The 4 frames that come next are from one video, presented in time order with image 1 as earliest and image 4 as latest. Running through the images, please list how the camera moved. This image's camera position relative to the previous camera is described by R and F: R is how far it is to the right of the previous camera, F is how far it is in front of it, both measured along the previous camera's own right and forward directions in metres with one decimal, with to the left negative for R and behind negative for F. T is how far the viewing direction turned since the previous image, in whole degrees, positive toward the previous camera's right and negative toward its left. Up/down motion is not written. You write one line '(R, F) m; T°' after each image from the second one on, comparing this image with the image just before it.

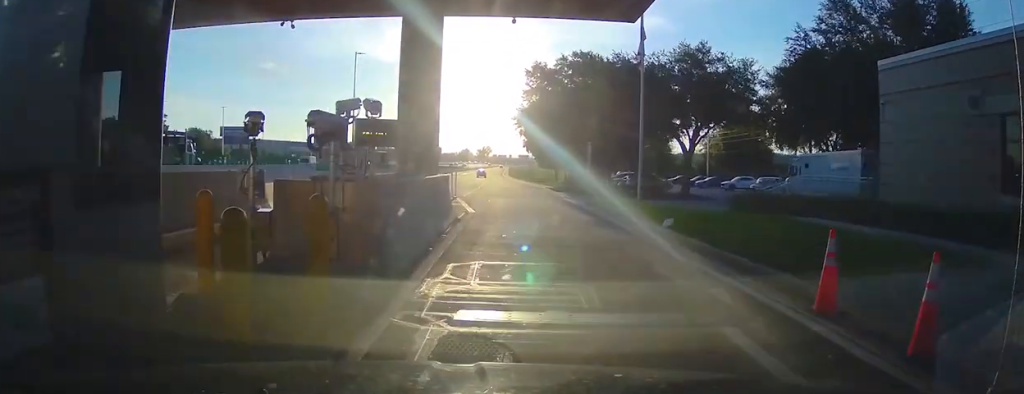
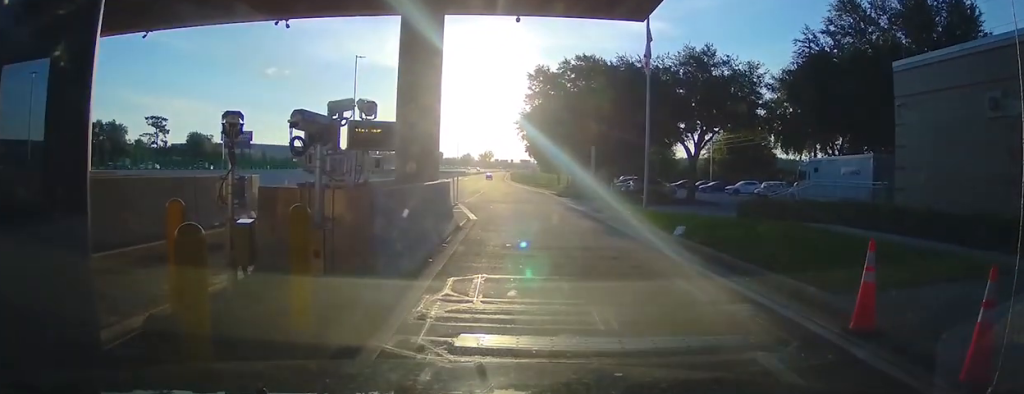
(+0.1, +7.5) m; -1°
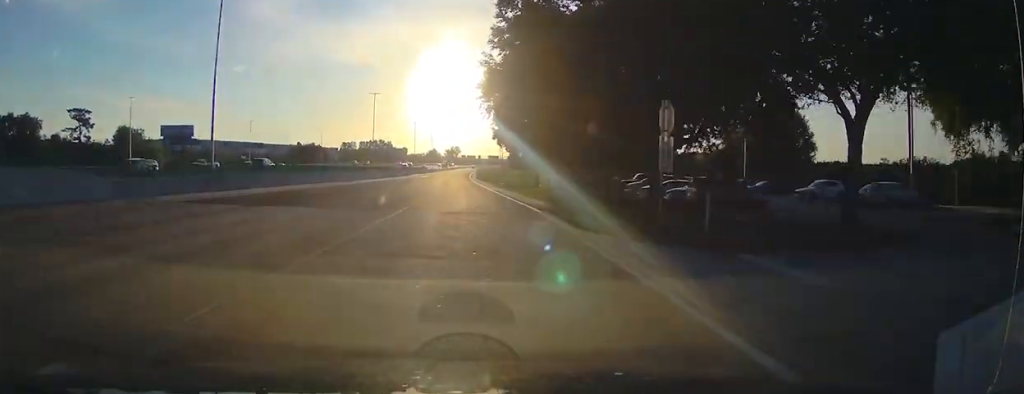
(-3.0, +41.0) m; -6°
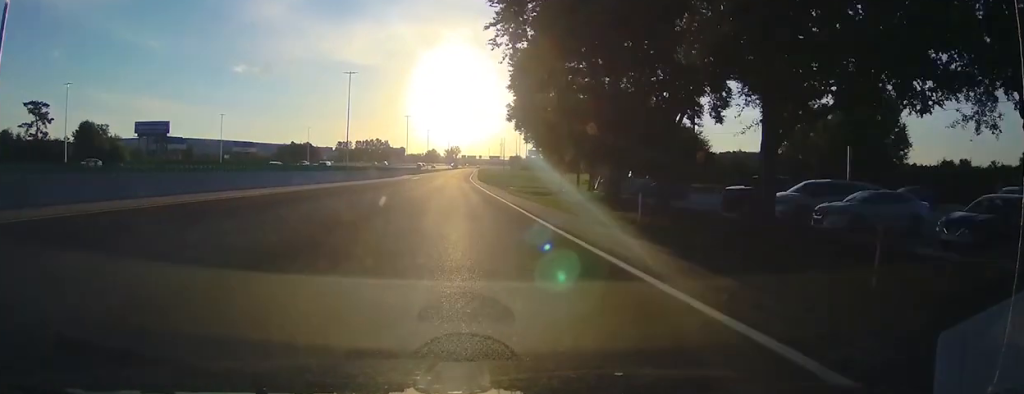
(0.0, +13.6) m; 0°
